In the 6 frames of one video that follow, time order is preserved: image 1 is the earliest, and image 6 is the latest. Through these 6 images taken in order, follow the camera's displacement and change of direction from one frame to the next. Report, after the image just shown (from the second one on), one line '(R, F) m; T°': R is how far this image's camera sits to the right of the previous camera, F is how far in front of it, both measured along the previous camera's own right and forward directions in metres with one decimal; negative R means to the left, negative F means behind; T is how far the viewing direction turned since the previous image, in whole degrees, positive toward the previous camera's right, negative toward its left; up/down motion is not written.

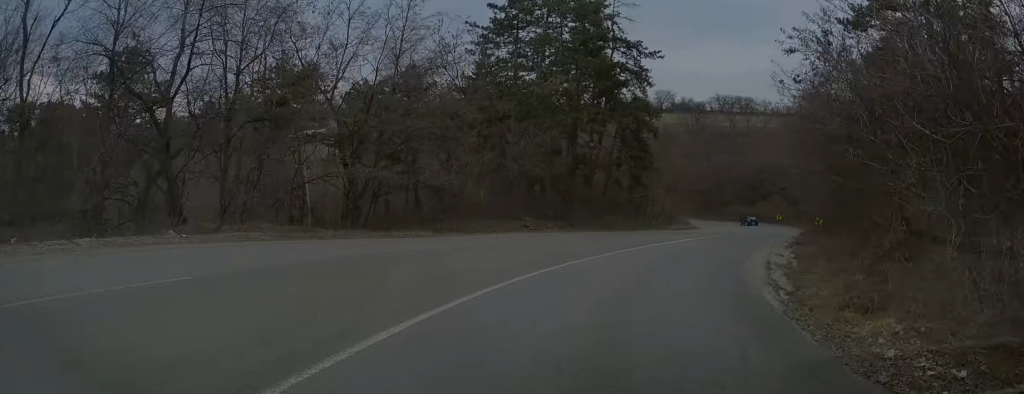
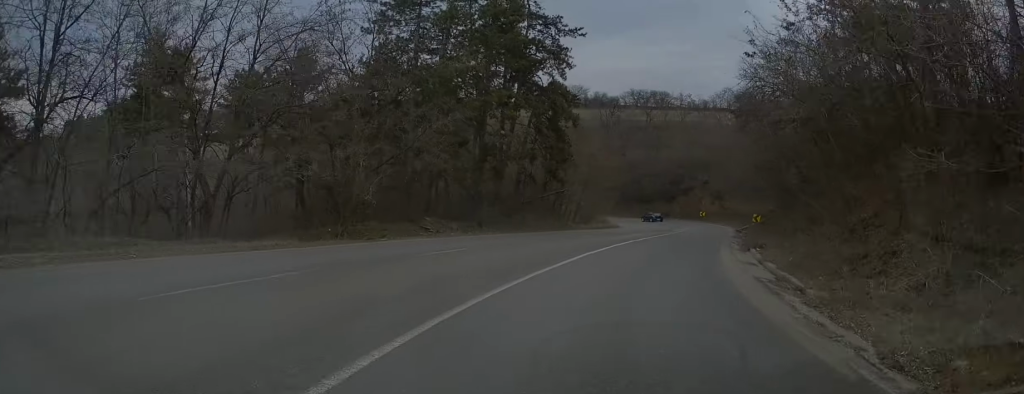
(+0.3, +6.0) m; +5°
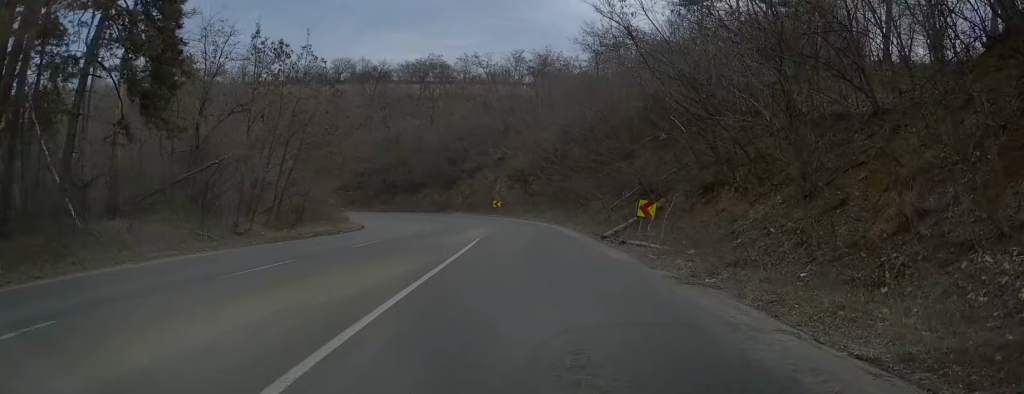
(+3.5, +31.6) m; +11°
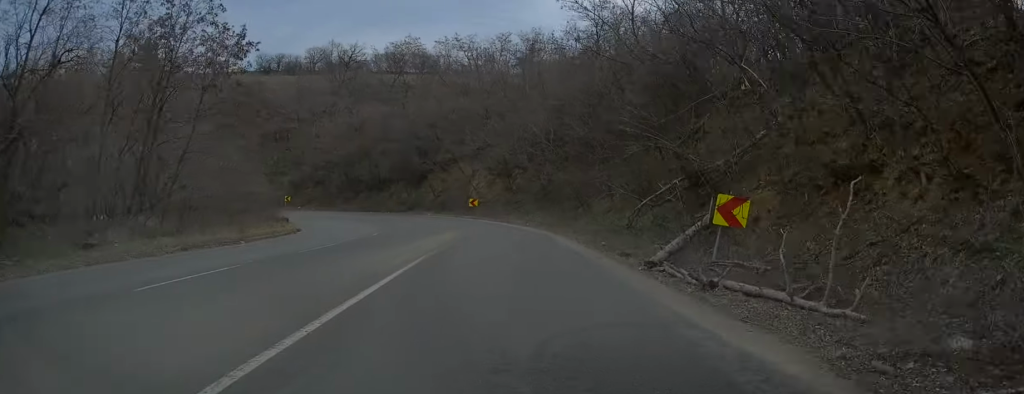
(+0.5, +12.0) m; +2°
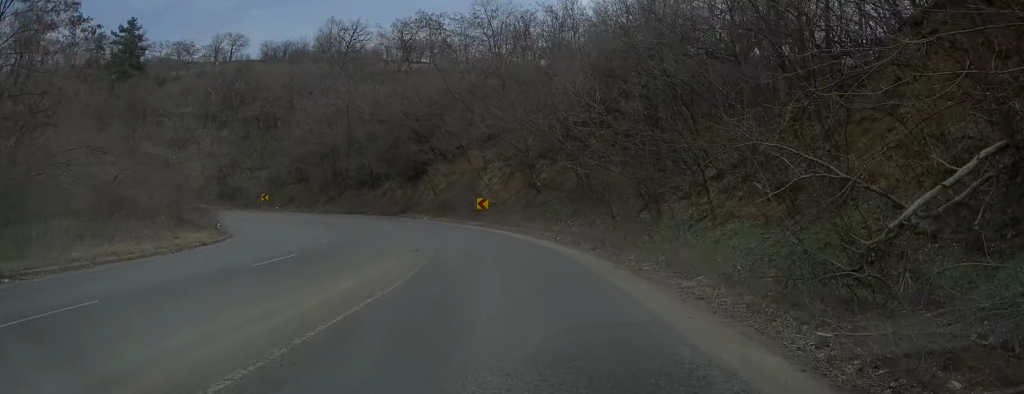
(+0.2, +14.7) m; -1°
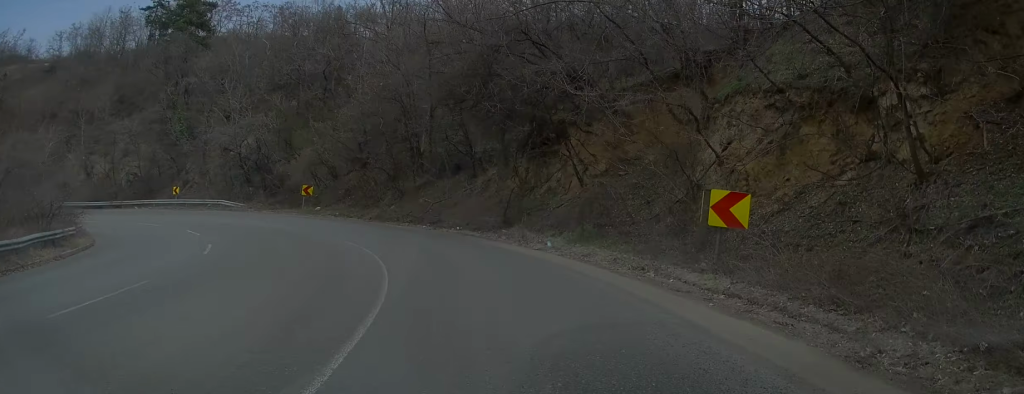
(-0.7, +26.7) m; -7°
